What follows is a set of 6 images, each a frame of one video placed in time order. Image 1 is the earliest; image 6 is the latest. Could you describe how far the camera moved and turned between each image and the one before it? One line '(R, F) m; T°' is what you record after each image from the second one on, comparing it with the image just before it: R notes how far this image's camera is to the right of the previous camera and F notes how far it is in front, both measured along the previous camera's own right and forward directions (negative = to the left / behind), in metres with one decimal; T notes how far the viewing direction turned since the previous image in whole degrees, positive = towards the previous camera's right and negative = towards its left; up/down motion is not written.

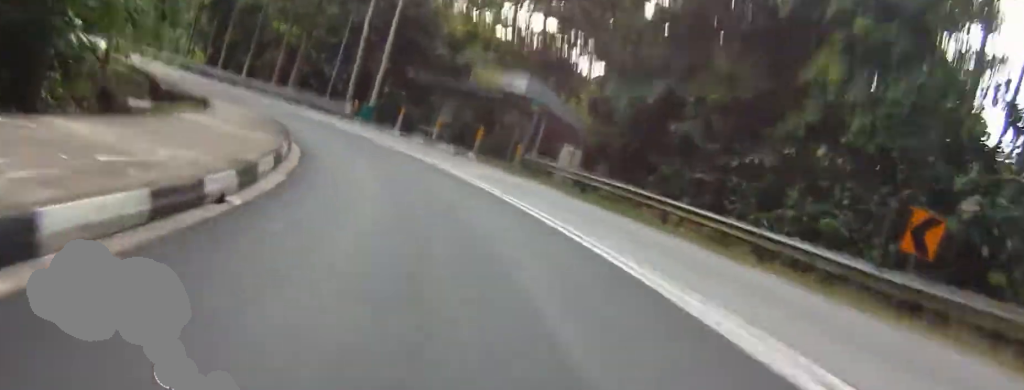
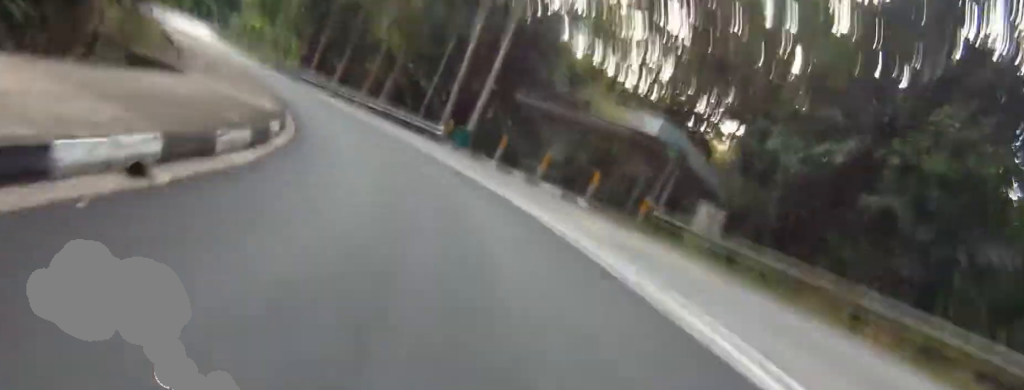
(+0.2, +4.8) m; -1°
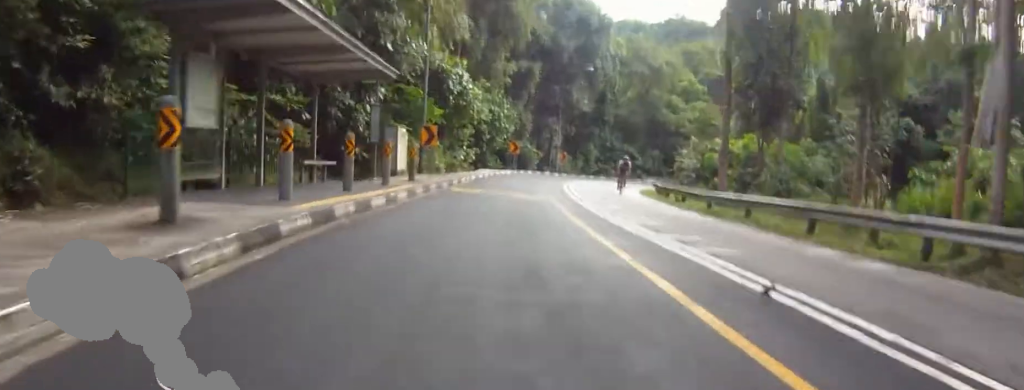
(-7.0, +31.3) m; -32°
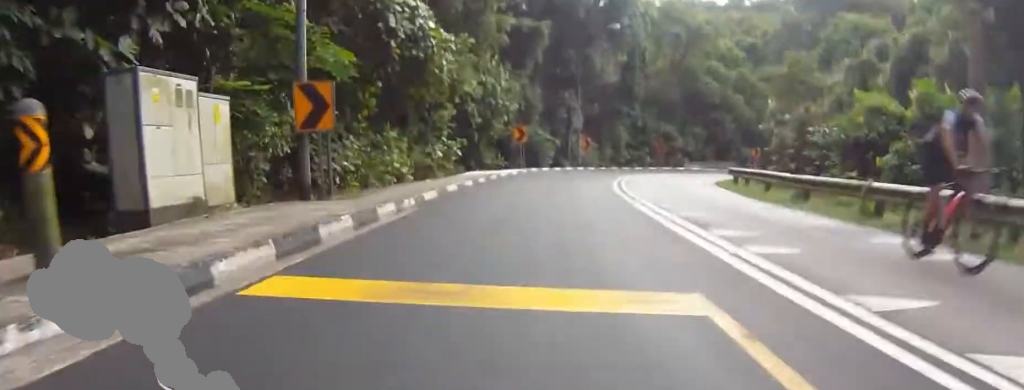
(-1.6, +10.5) m; -17°
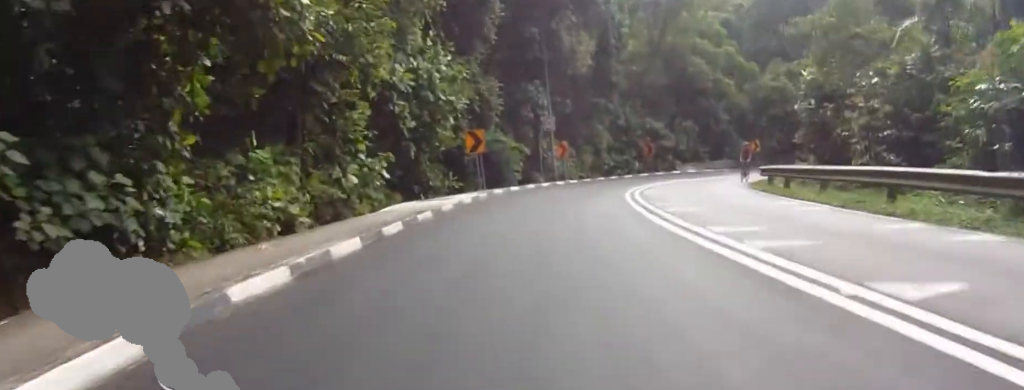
(-0.7, +7.1) m; -10°
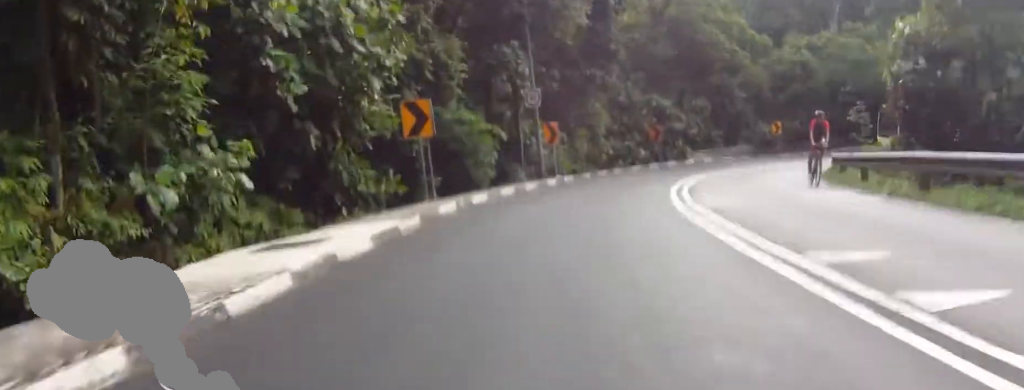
(-0.5, +7.2) m; -10°
